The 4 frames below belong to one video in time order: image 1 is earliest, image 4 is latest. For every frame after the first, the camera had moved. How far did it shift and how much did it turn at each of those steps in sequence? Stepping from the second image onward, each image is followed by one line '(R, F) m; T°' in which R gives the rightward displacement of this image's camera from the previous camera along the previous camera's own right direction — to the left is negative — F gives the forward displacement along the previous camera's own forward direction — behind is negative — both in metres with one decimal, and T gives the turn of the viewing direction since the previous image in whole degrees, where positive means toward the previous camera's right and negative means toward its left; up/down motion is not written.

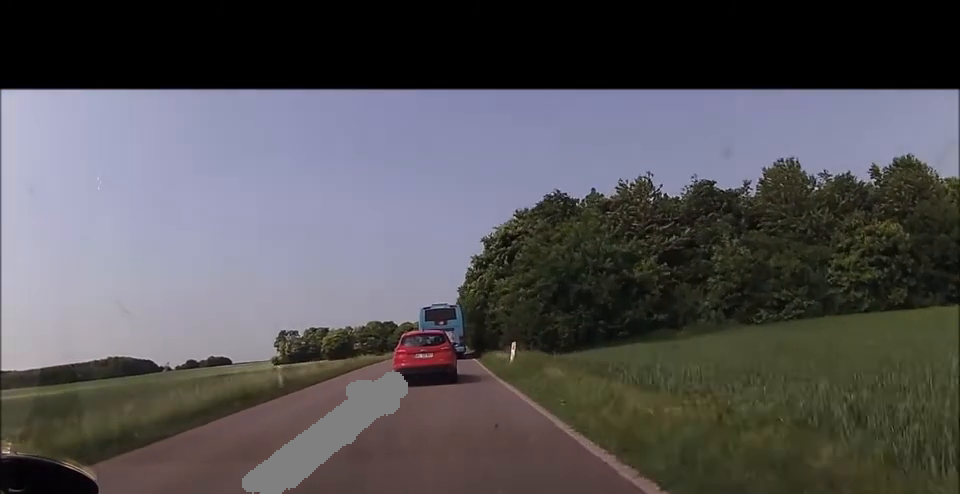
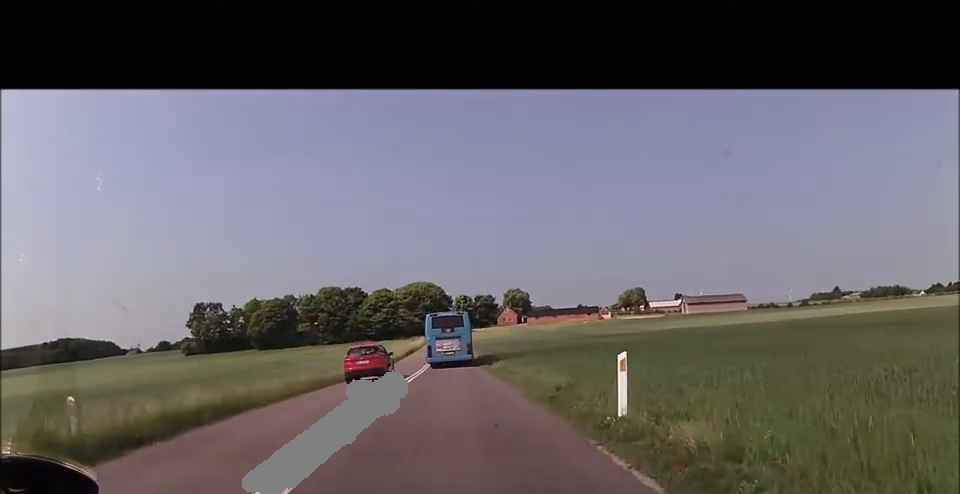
(-1.0, +111.8) m; 0°
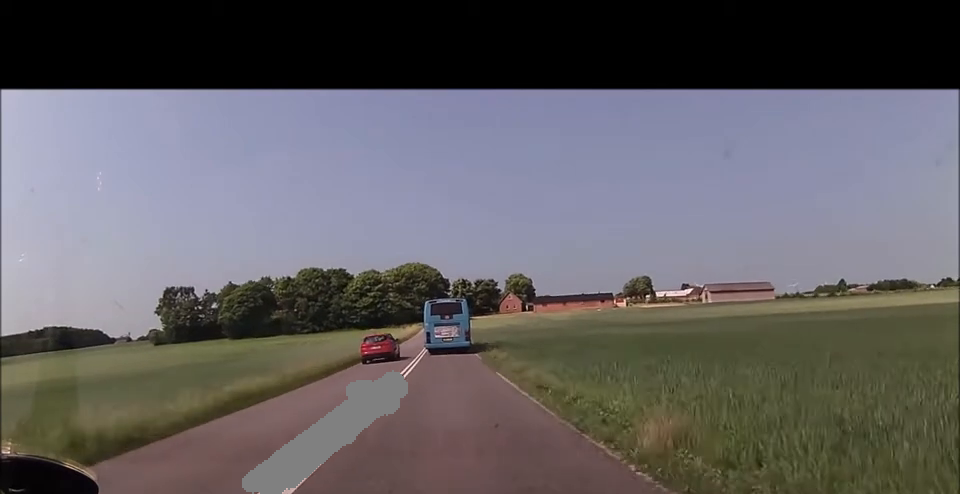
(-0.4, +21.7) m; -1°
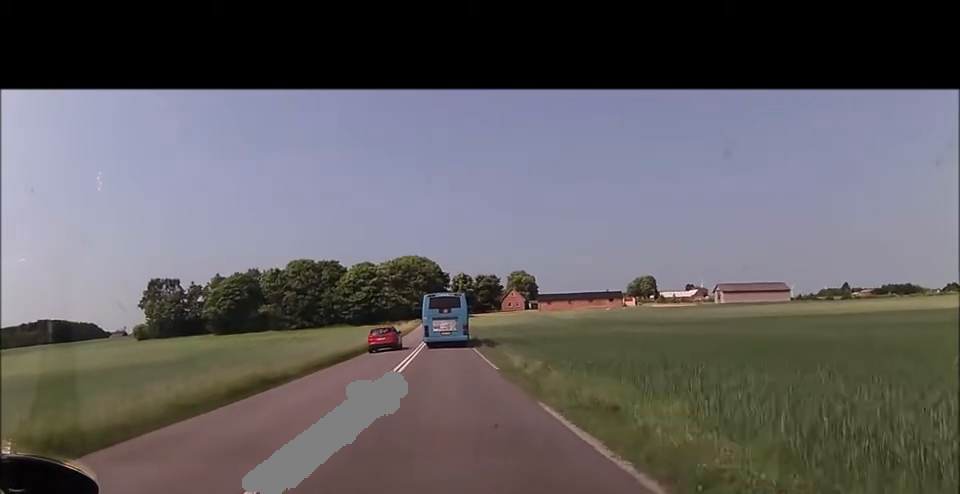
(-0.1, +10.2) m; 0°
